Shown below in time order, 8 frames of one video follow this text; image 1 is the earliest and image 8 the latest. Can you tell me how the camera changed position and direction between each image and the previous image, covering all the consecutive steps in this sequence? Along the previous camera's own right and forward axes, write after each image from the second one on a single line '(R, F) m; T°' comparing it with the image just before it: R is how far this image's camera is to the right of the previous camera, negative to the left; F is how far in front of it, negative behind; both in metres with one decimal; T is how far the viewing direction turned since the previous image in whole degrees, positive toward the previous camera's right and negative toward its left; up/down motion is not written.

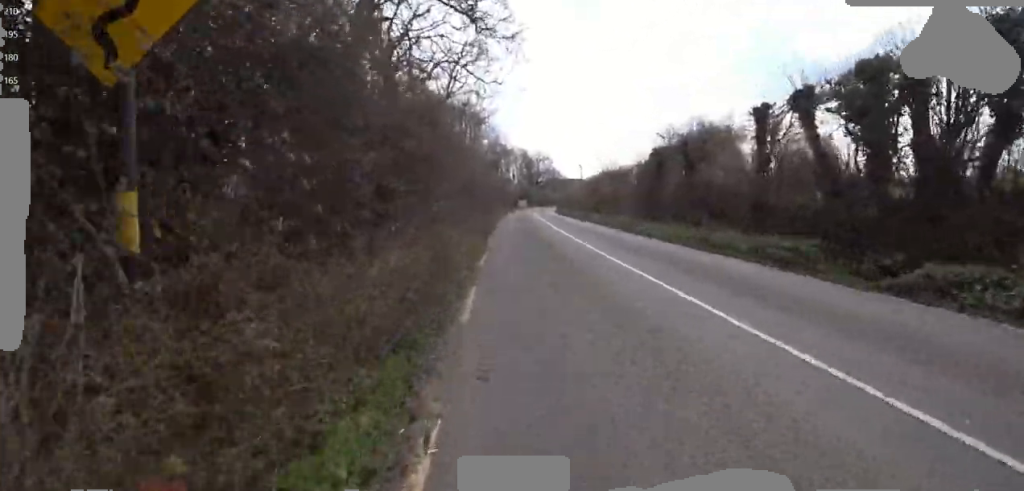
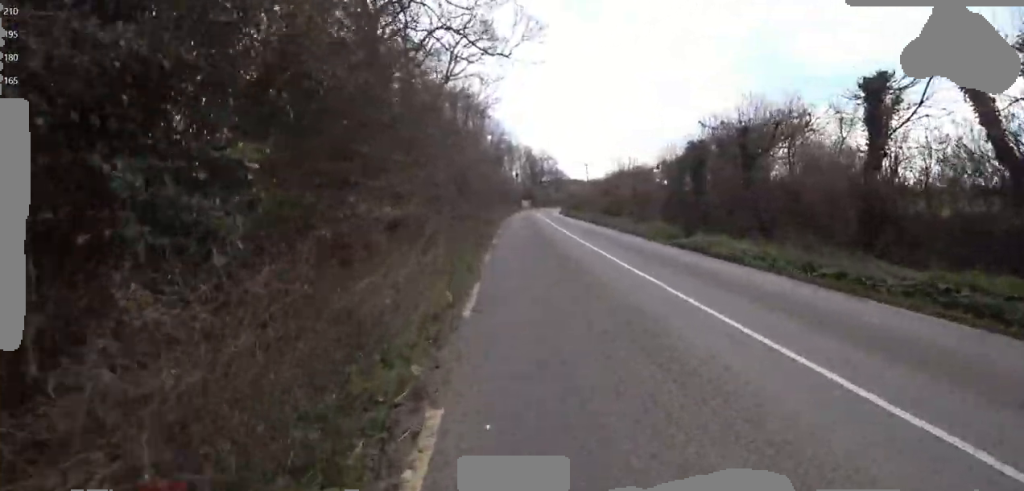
(+0.9, +3.6) m; +3°
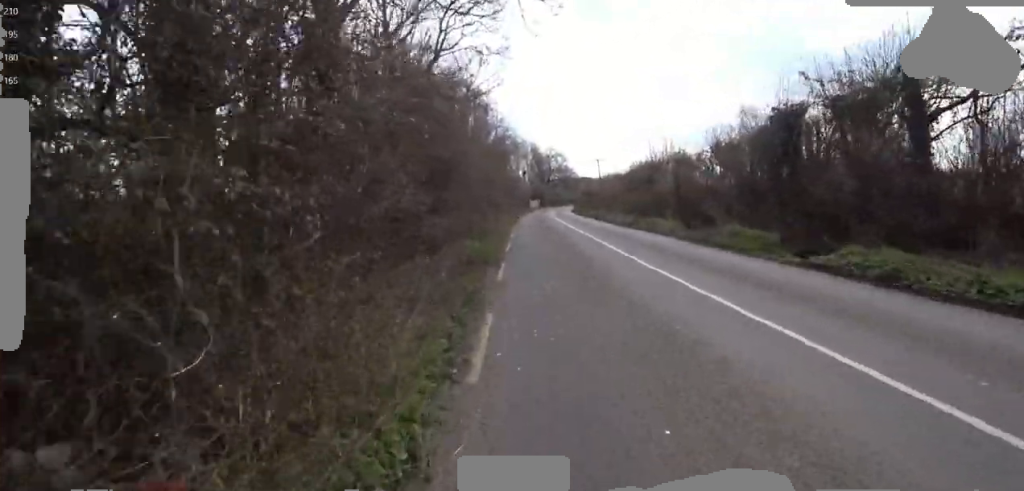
(-0.6, +4.9) m; 0°
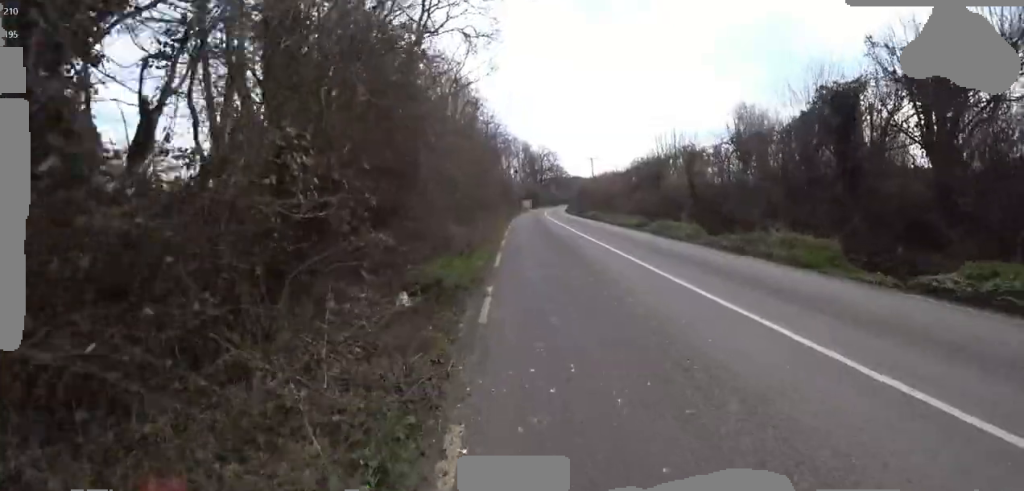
(0.0, +2.3) m; -1°
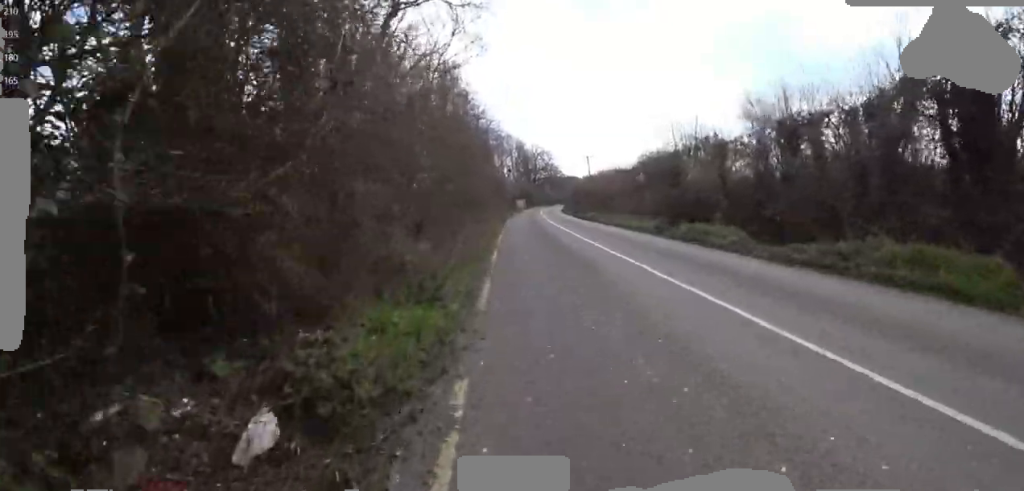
(+0.6, +3.1) m; -2°
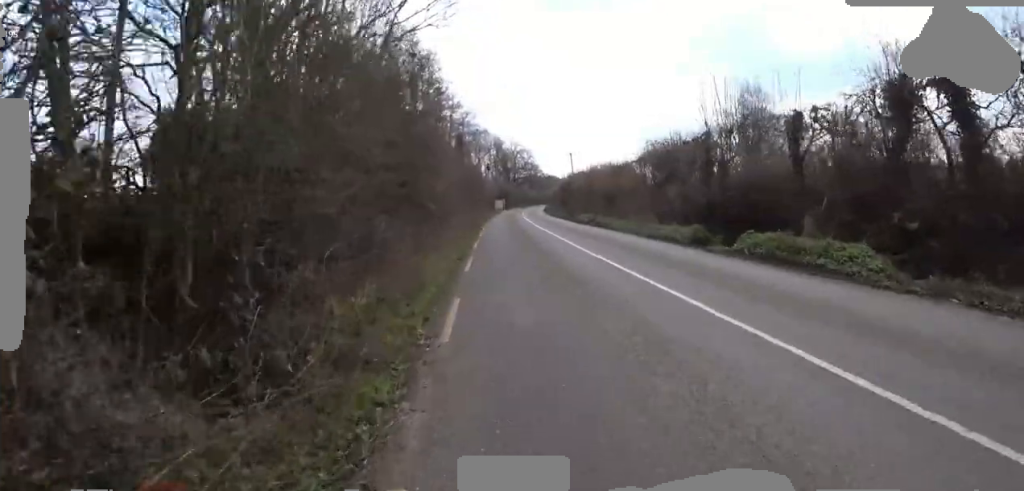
(-0.6, +4.7) m; -1°
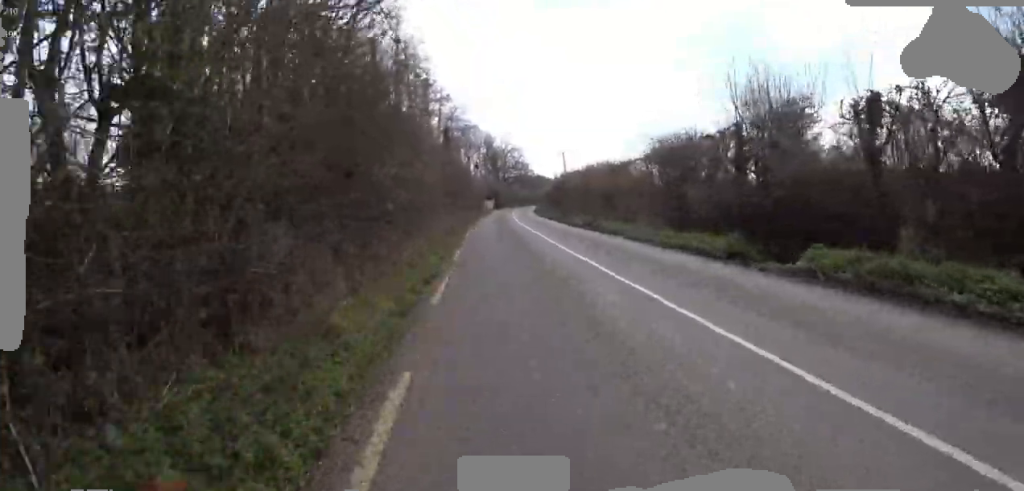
(-0.4, +2.4) m; 0°
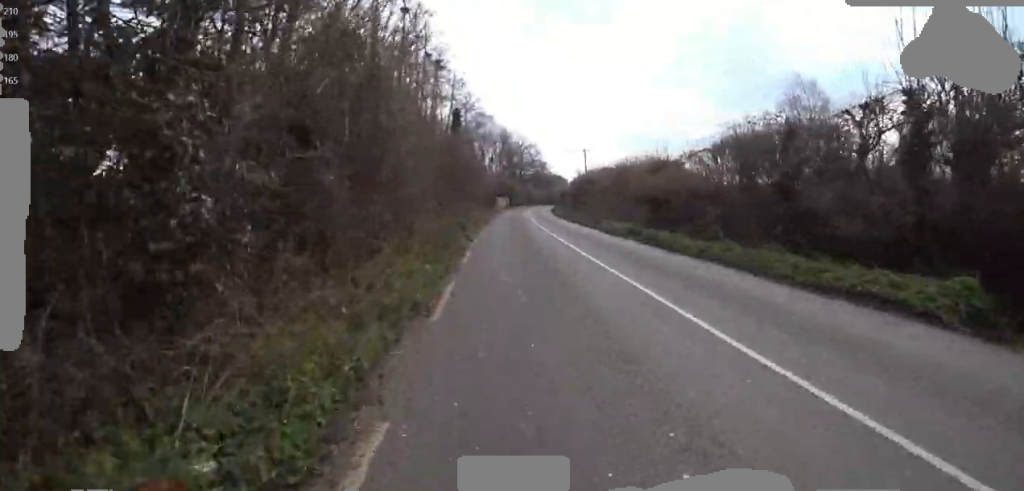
(+1.1, +4.6) m; +1°
